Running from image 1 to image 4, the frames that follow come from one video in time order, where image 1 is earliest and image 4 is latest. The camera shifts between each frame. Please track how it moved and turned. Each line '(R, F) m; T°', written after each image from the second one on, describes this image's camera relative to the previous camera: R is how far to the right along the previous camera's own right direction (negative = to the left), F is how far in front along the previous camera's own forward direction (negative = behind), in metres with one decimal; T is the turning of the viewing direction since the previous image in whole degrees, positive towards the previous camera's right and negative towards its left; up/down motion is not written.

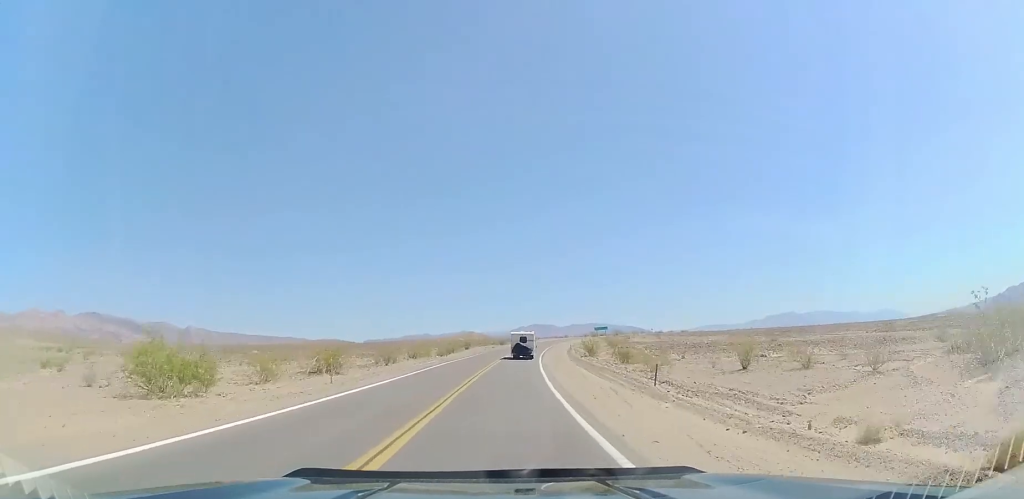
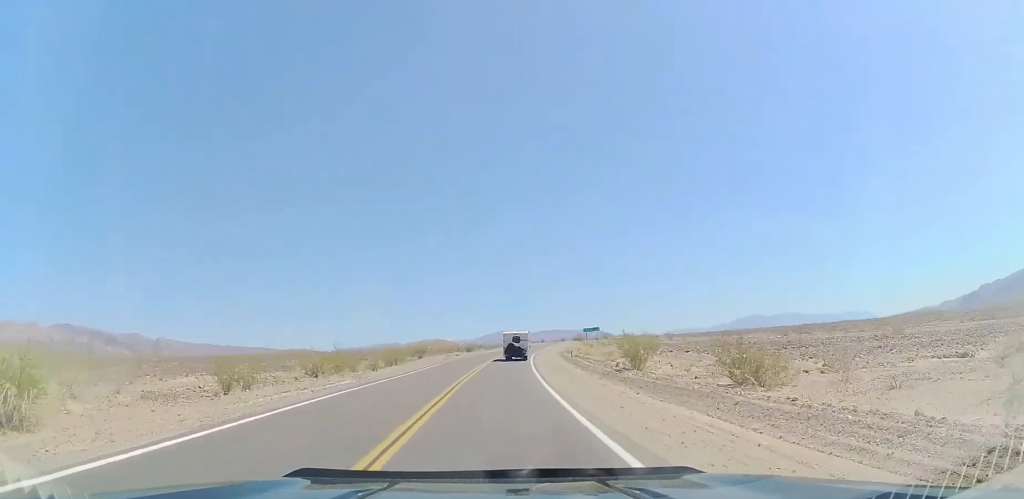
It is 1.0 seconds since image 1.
(+0.8, +25.1) m; +3°
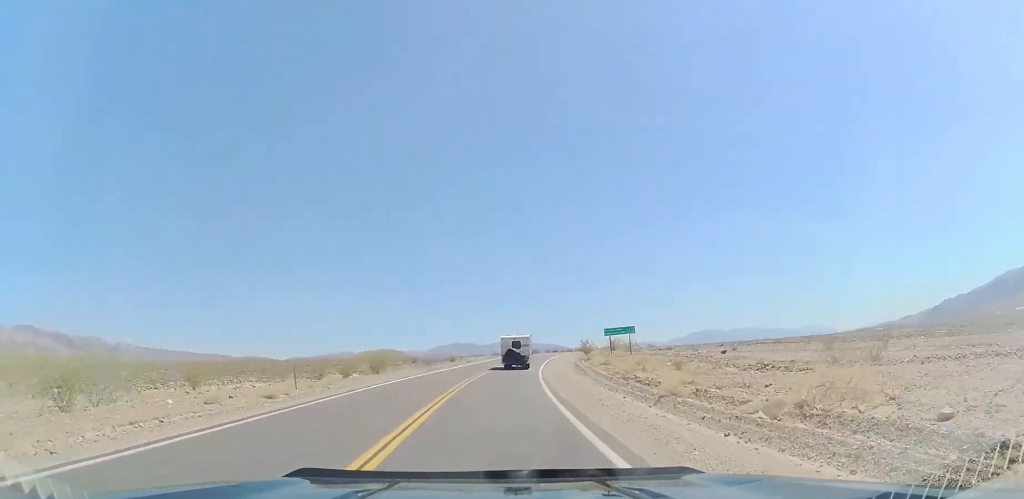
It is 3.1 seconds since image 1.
(+2.1, +52.7) m; +5°
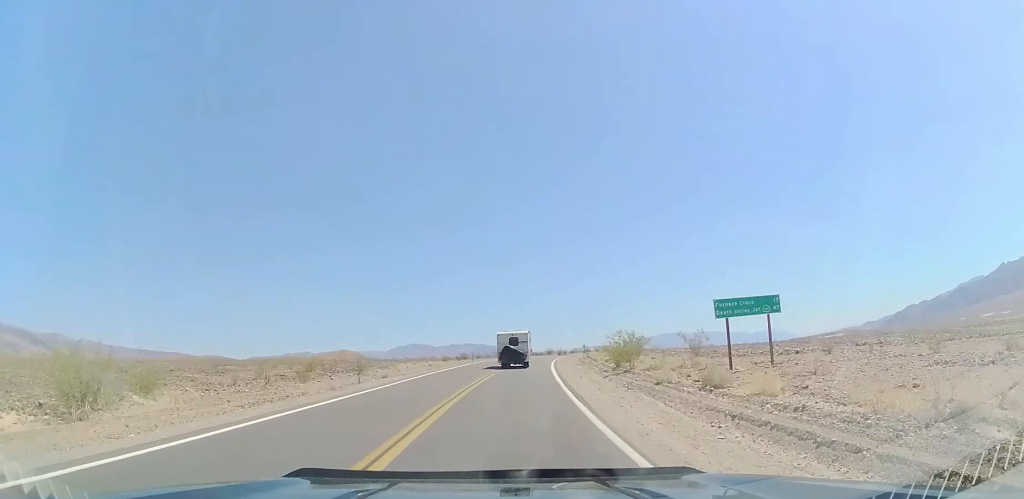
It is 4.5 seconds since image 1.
(+1.5, +35.2) m; +5°
